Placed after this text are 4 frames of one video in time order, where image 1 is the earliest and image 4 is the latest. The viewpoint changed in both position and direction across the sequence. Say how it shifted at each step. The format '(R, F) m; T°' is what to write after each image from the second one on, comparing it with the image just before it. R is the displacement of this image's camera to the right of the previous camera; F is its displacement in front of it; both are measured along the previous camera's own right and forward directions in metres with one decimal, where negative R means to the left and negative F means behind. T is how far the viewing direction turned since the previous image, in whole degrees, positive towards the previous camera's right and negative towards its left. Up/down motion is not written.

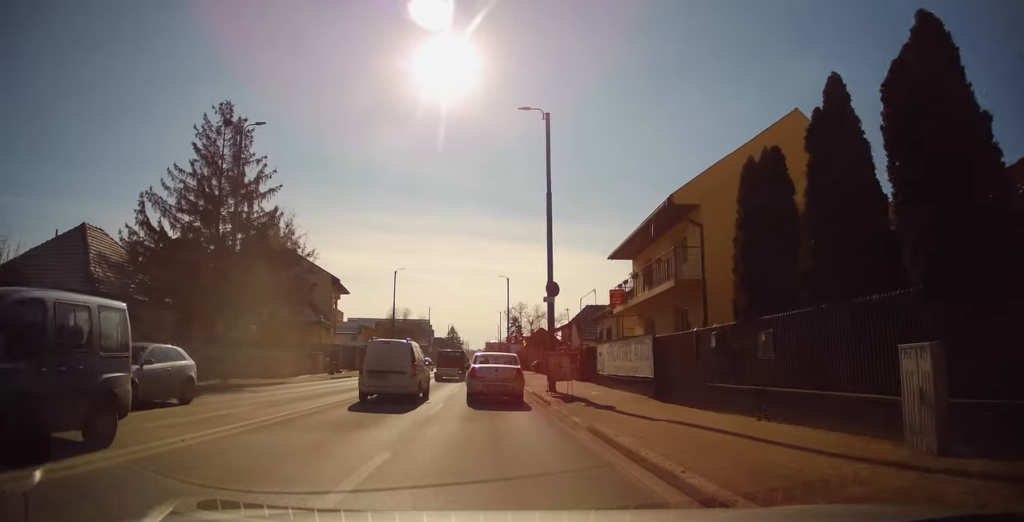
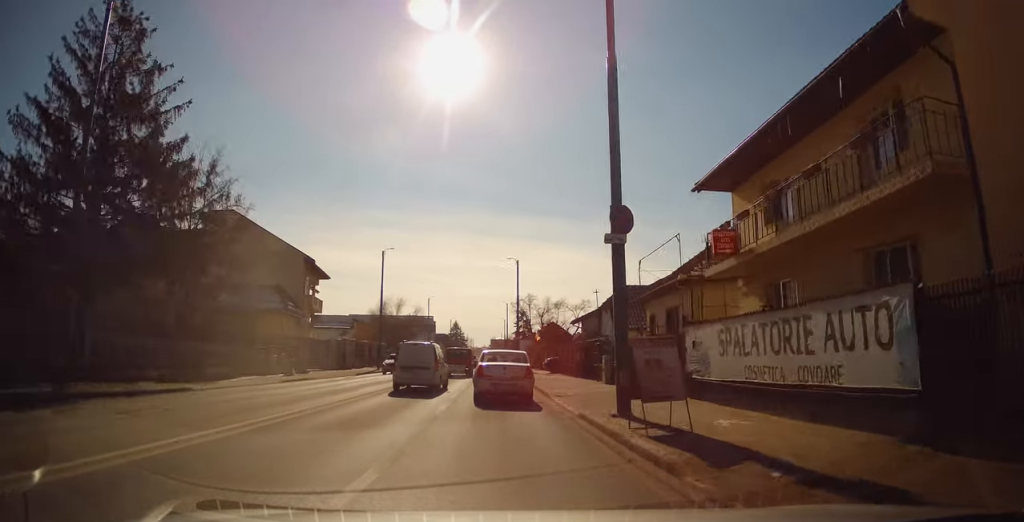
(0.0, +9.4) m; -1°
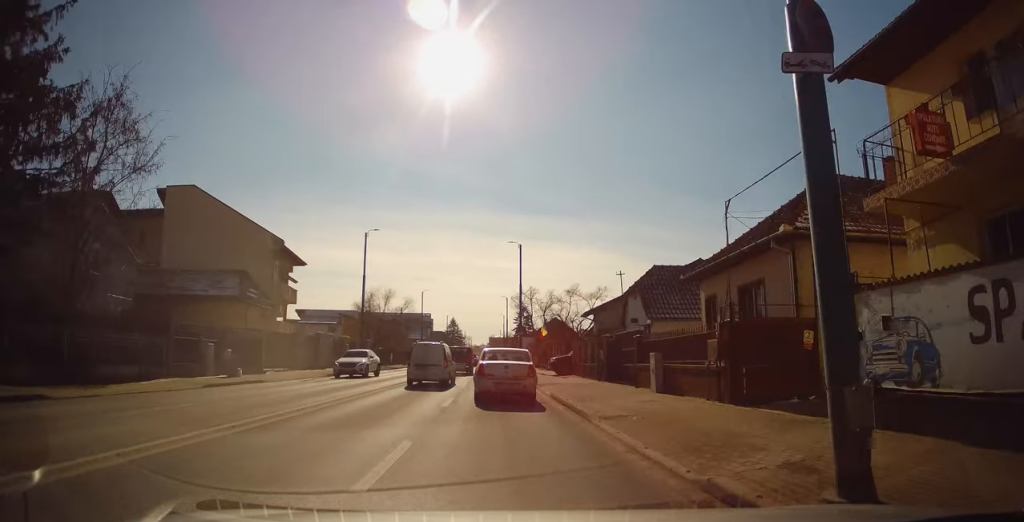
(-0.1, +6.4) m; -1°
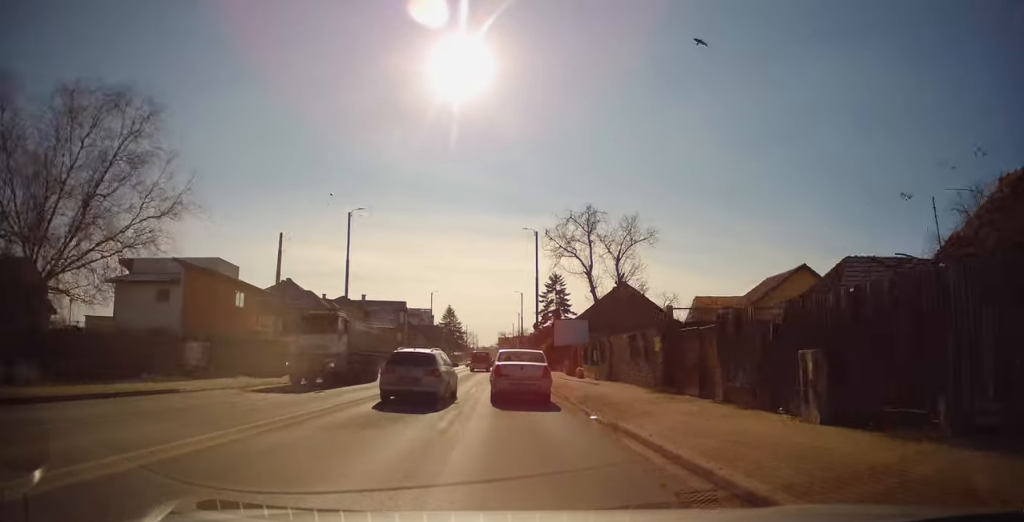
(+0.5, +47.8) m; 0°
